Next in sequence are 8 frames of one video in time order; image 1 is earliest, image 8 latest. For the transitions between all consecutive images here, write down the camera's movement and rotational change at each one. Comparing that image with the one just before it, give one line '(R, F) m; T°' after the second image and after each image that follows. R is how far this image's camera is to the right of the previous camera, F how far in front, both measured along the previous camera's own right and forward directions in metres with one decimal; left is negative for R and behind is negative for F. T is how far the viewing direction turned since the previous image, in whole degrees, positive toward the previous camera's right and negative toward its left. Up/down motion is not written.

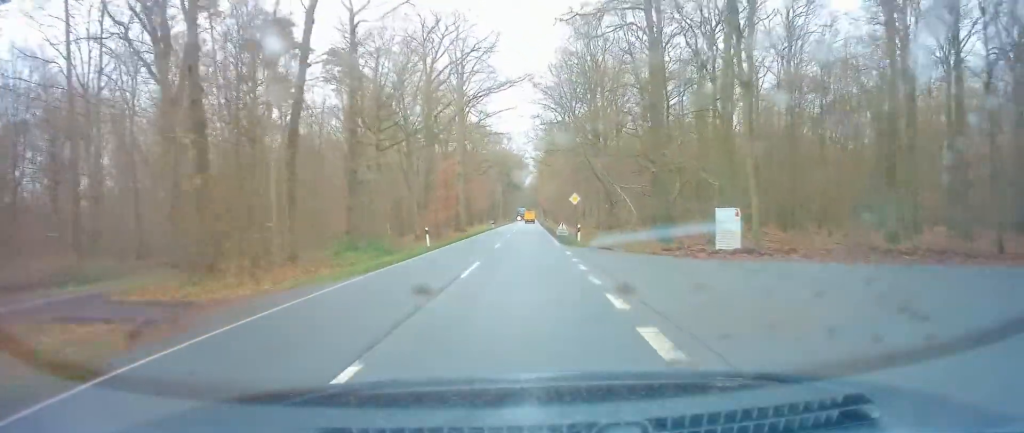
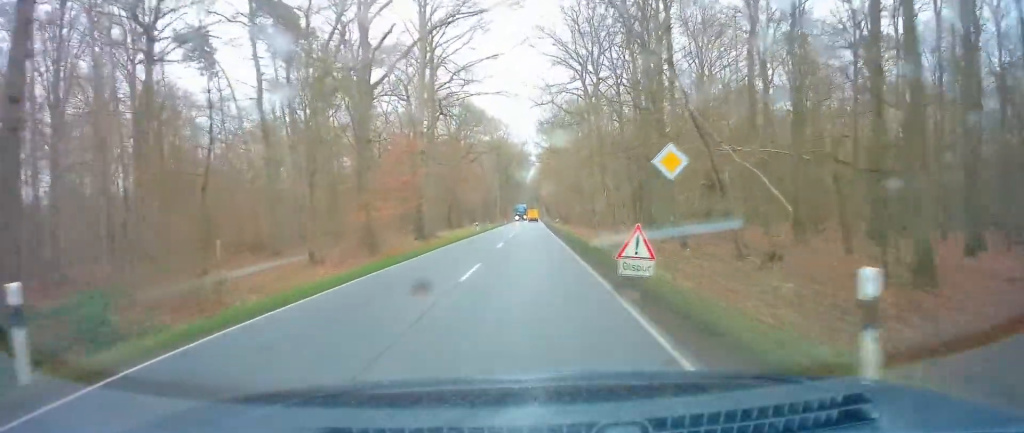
(-0.2, +25.7) m; 0°
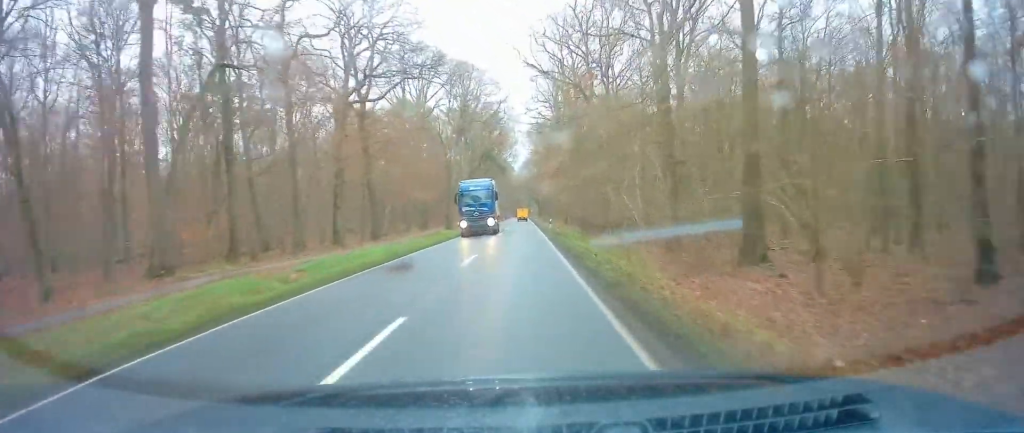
(+0.4, +55.6) m; 0°
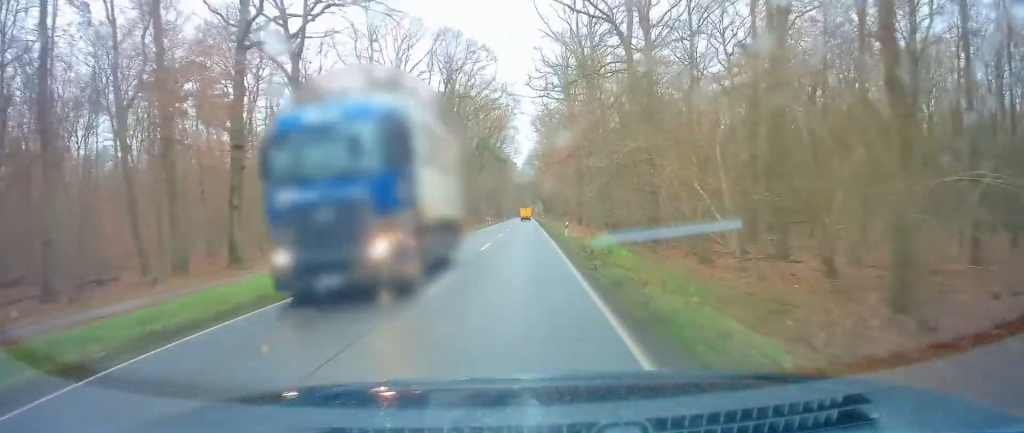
(0.0, +16.6) m; -1°
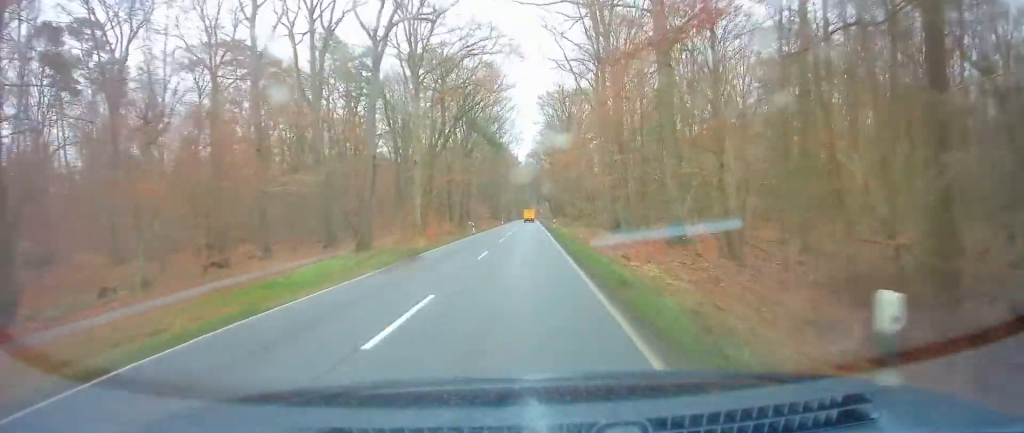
(-0.2, +26.6) m; -1°
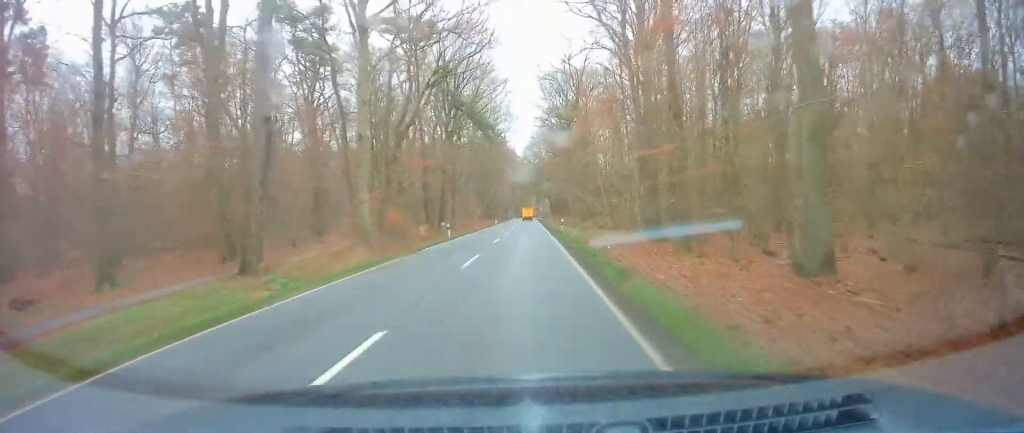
(-0.1, +14.5) m; 0°
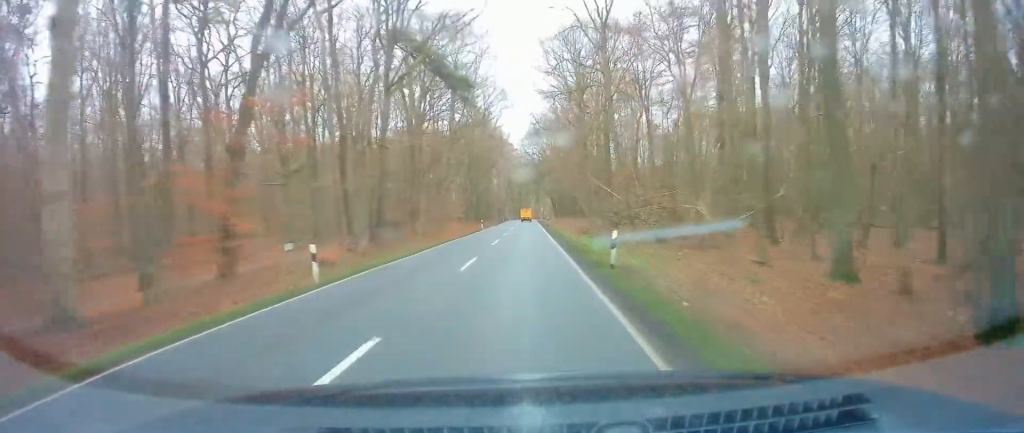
(+0.2, +22.2) m; +1°
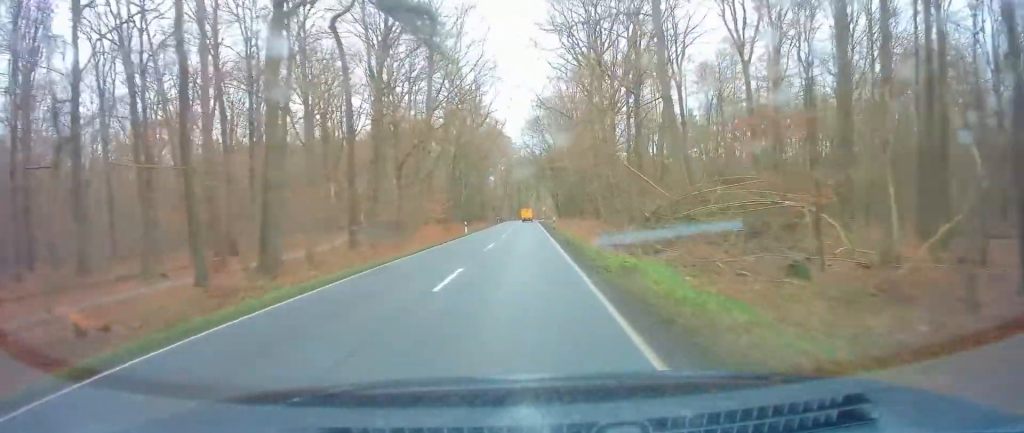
(+0.2, +14.3) m; 0°
